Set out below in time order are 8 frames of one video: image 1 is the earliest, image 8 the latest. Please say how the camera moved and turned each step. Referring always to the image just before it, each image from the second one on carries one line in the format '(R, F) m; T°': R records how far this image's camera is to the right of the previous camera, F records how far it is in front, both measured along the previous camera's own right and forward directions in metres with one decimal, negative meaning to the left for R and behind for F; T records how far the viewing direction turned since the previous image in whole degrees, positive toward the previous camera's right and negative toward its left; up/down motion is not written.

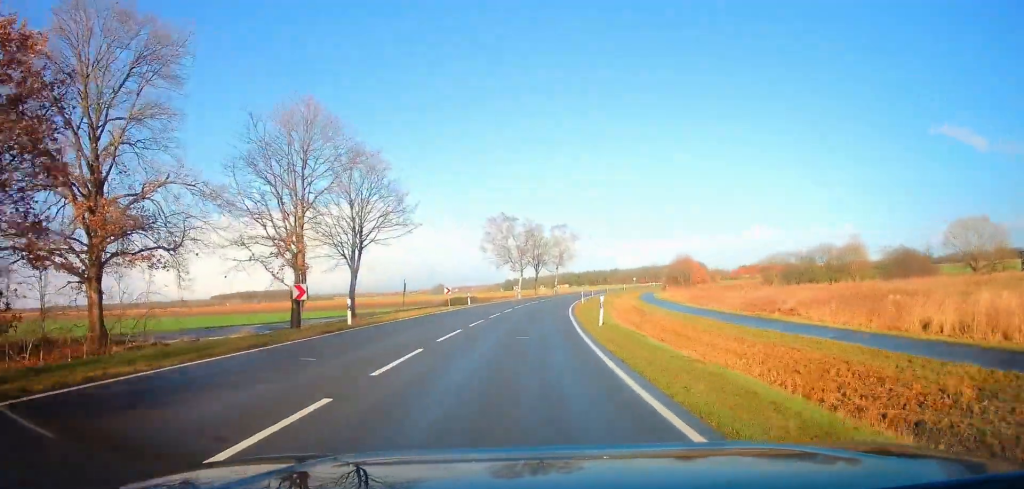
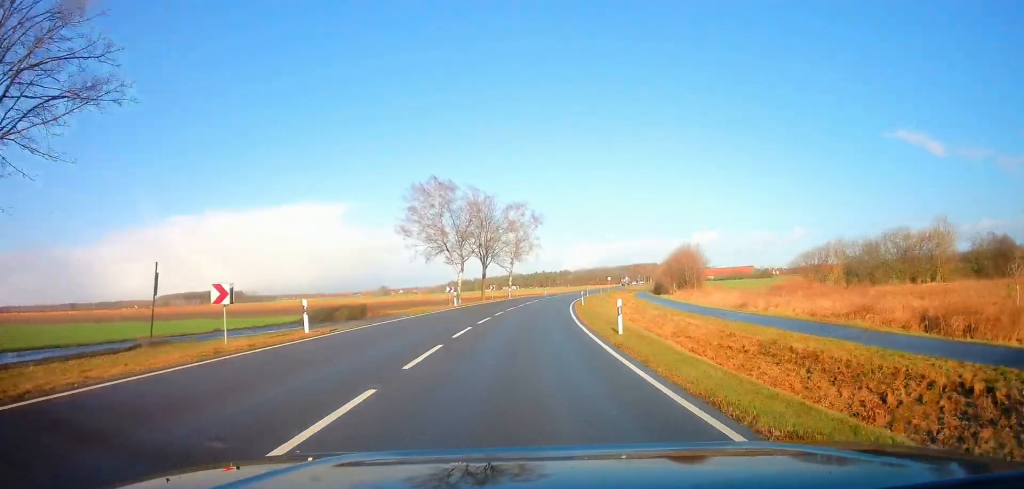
(+1.4, +29.5) m; +5°
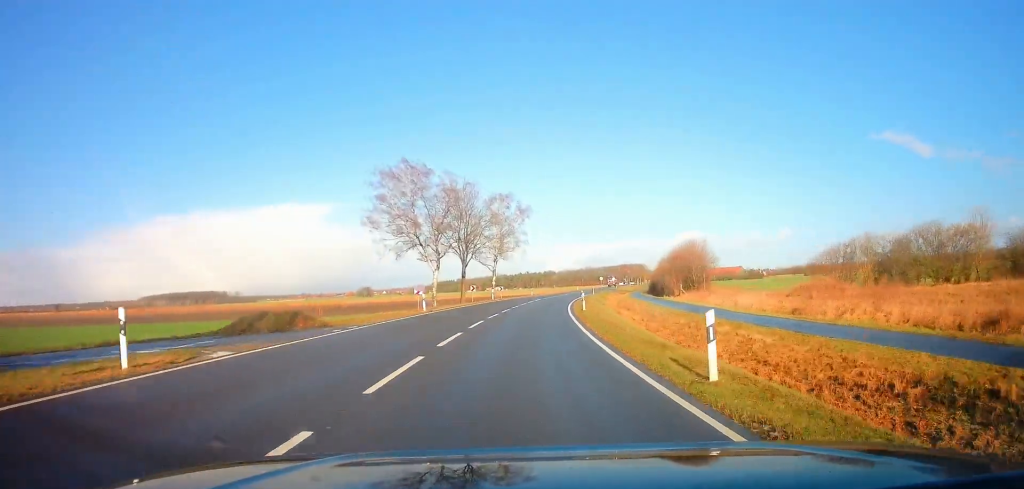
(-0.1, +8.3) m; +2°
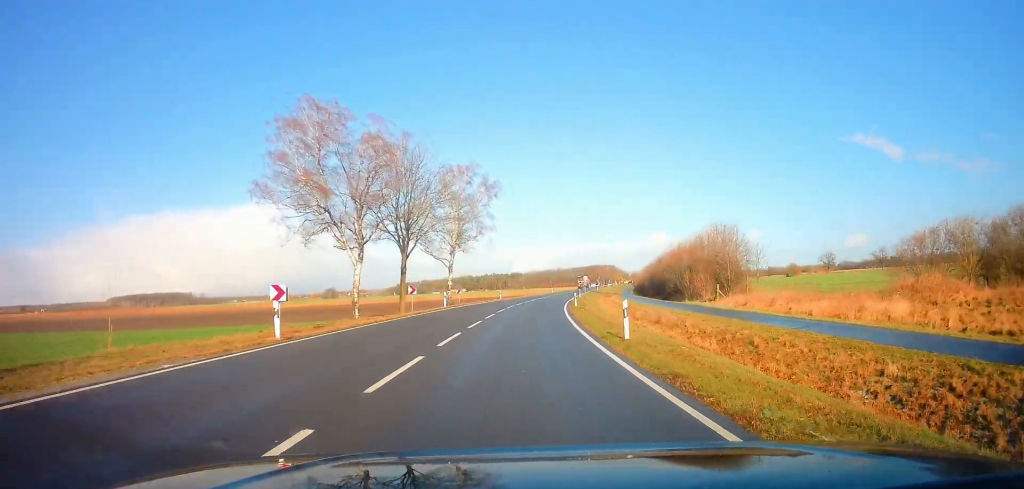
(+0.8, +18.0) m; +4°
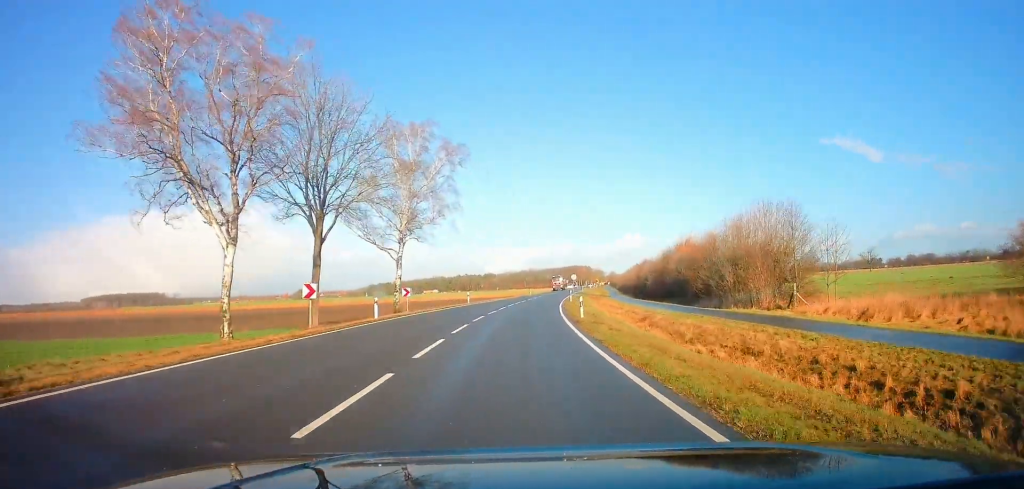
(+0.4, +14.4) m; +3°
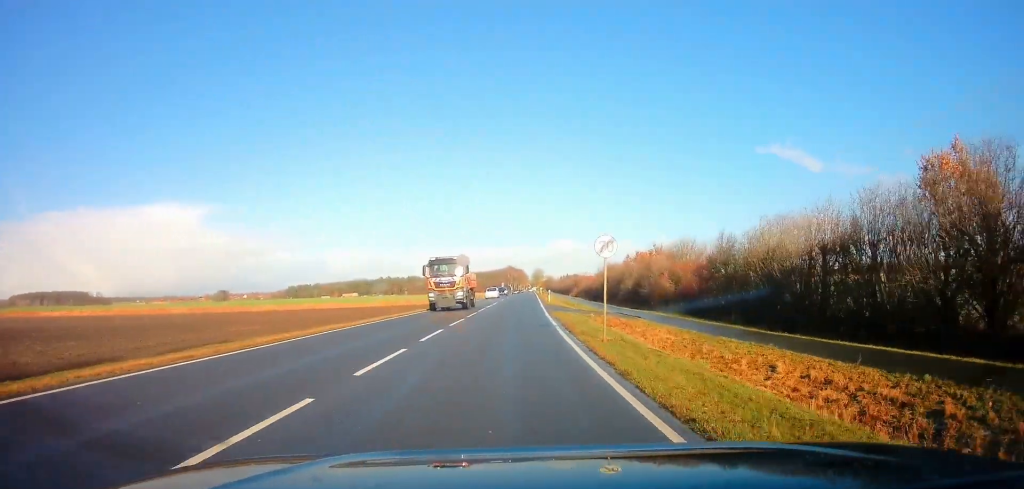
(+3.0, +50.6) m; +6°
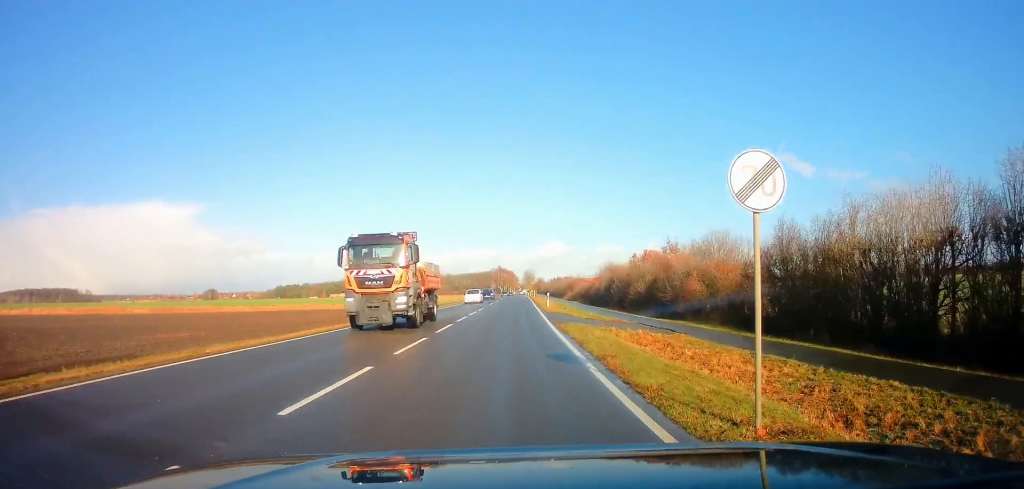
(+0.2, +9.1) m; +1°
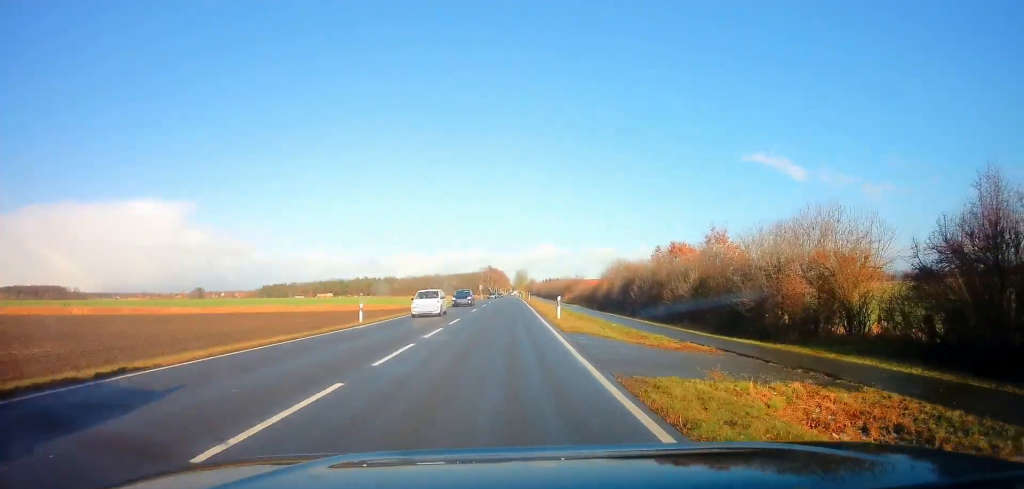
(+0.2, +14.1) m; +1°
